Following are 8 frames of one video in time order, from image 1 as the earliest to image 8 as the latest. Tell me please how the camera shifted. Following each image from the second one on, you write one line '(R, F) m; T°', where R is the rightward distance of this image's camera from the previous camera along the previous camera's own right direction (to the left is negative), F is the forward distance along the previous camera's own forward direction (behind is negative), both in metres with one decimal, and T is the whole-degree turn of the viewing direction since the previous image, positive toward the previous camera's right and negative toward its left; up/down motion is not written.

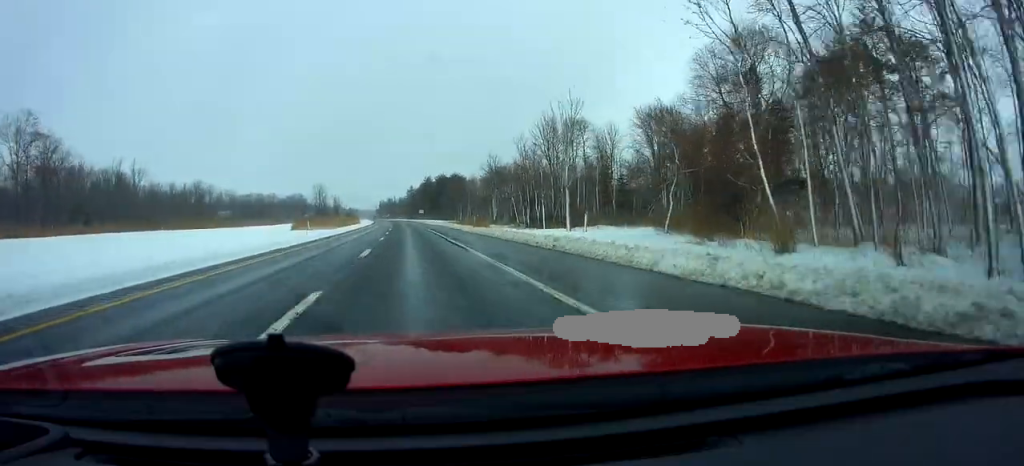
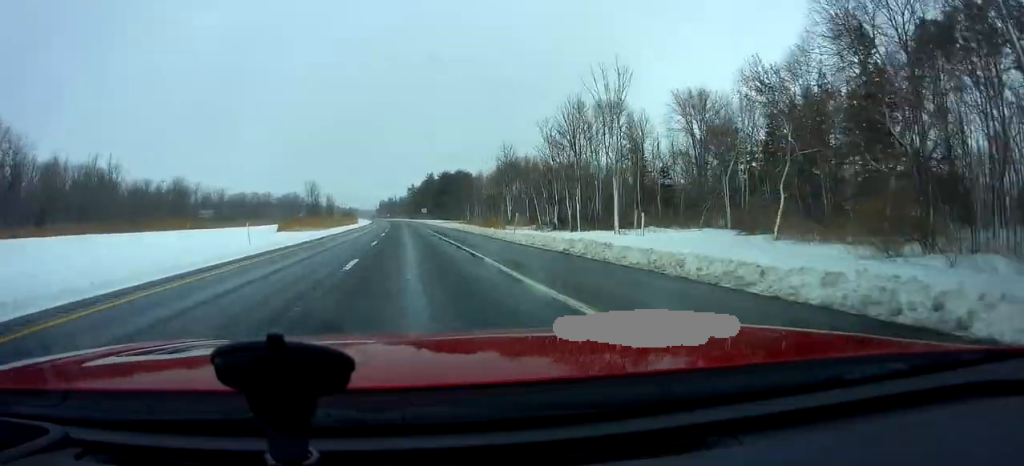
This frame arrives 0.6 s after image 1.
(-0.1, +17.3) m; -1°
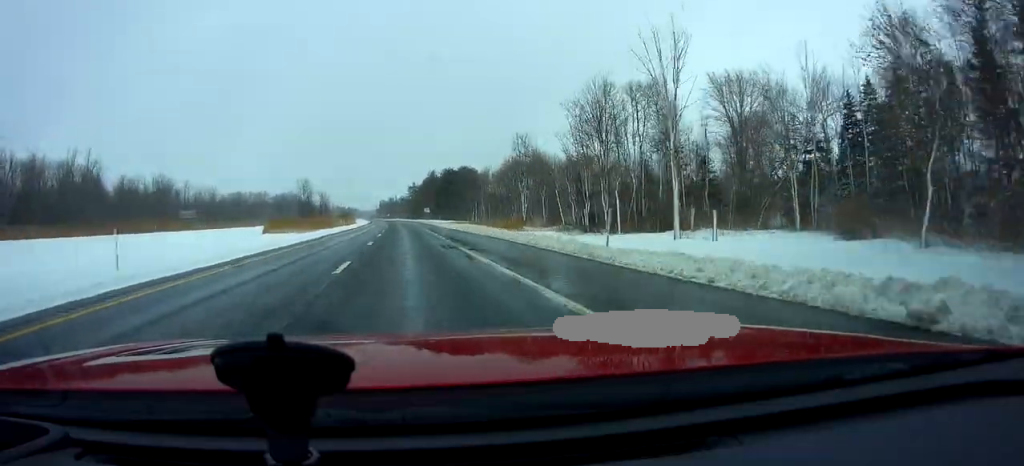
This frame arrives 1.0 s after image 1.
(+0.1, +13.2) m; -1°
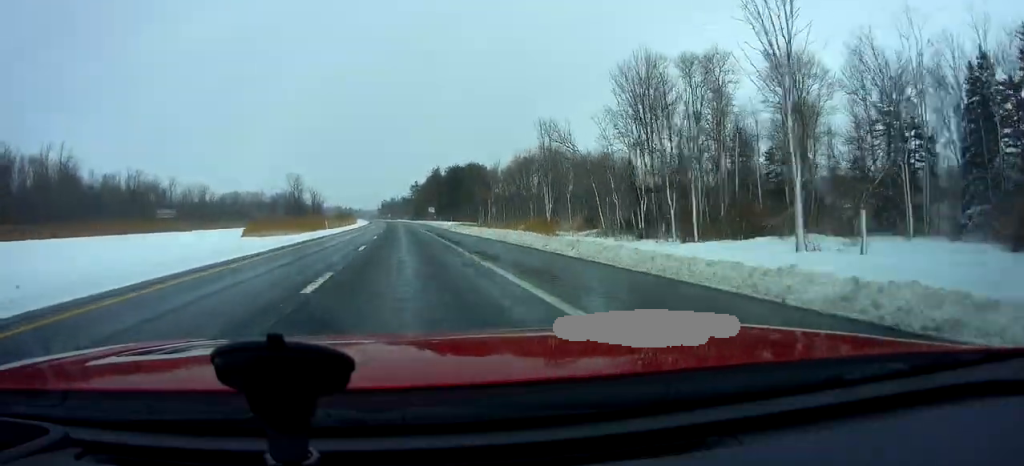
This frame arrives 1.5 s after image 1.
(-0.1, +15.2) m; 0°
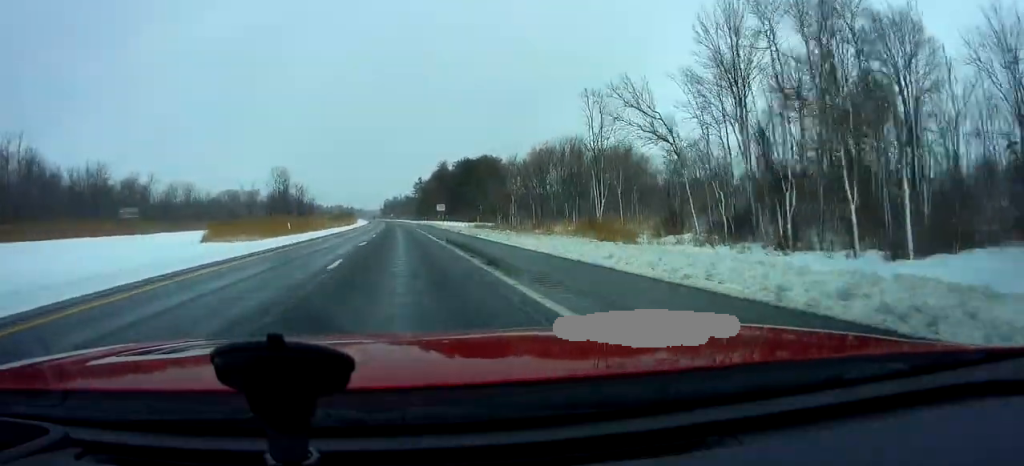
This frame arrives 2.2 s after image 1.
(-0.4, +20.3) m; 0°
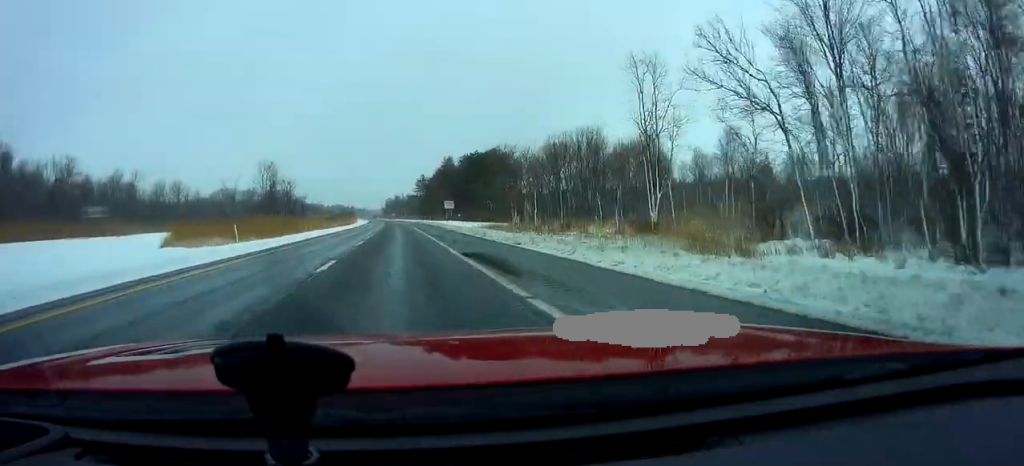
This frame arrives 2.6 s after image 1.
(+0.3, +13.1) m; 0°
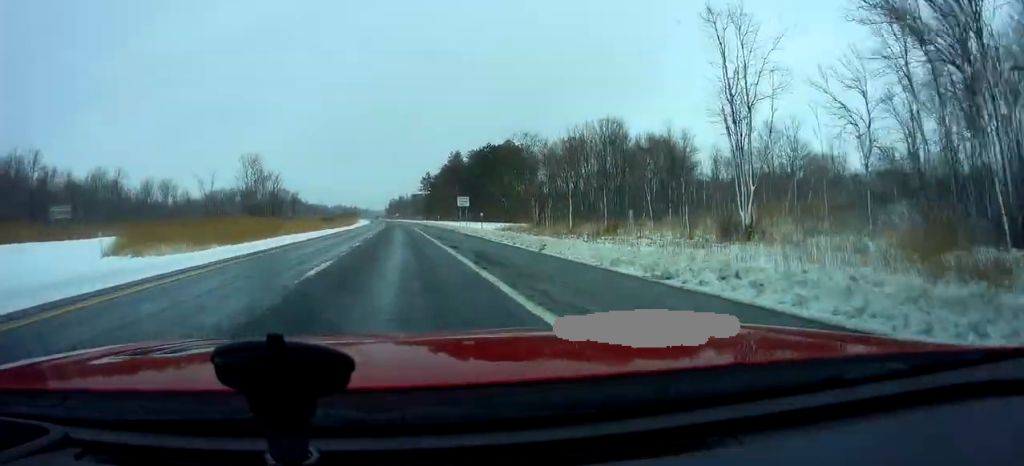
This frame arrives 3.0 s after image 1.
(+0.3, +13.1) m; 0°
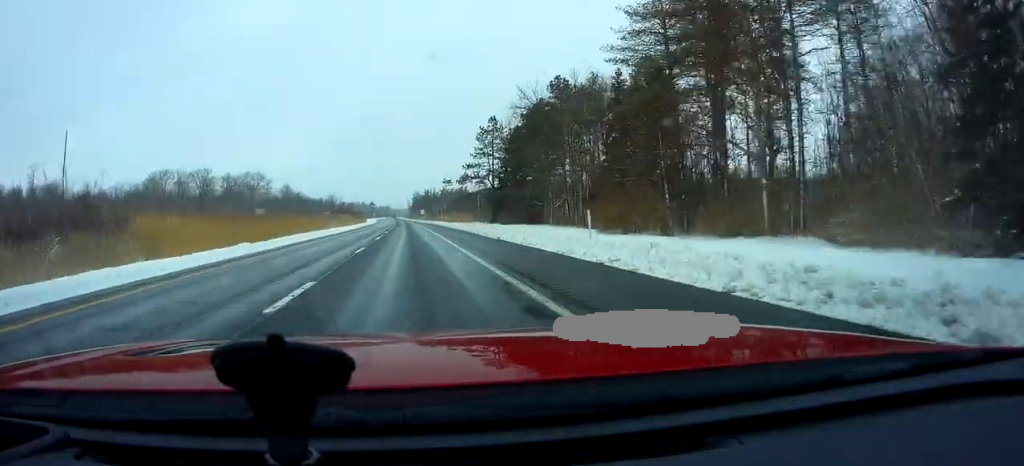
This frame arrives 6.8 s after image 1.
(-3.4, +114.5) m; -3°
